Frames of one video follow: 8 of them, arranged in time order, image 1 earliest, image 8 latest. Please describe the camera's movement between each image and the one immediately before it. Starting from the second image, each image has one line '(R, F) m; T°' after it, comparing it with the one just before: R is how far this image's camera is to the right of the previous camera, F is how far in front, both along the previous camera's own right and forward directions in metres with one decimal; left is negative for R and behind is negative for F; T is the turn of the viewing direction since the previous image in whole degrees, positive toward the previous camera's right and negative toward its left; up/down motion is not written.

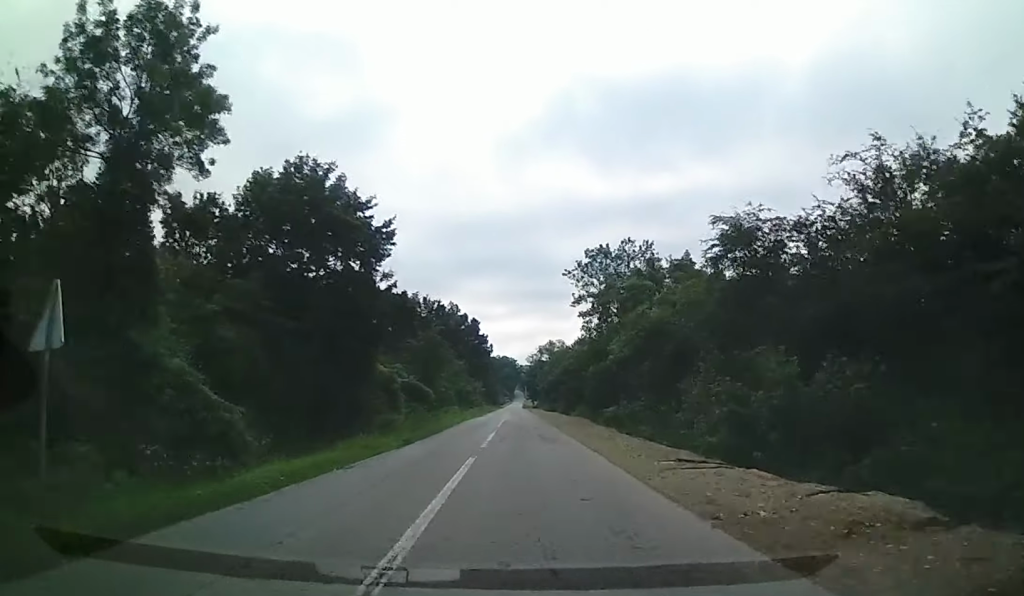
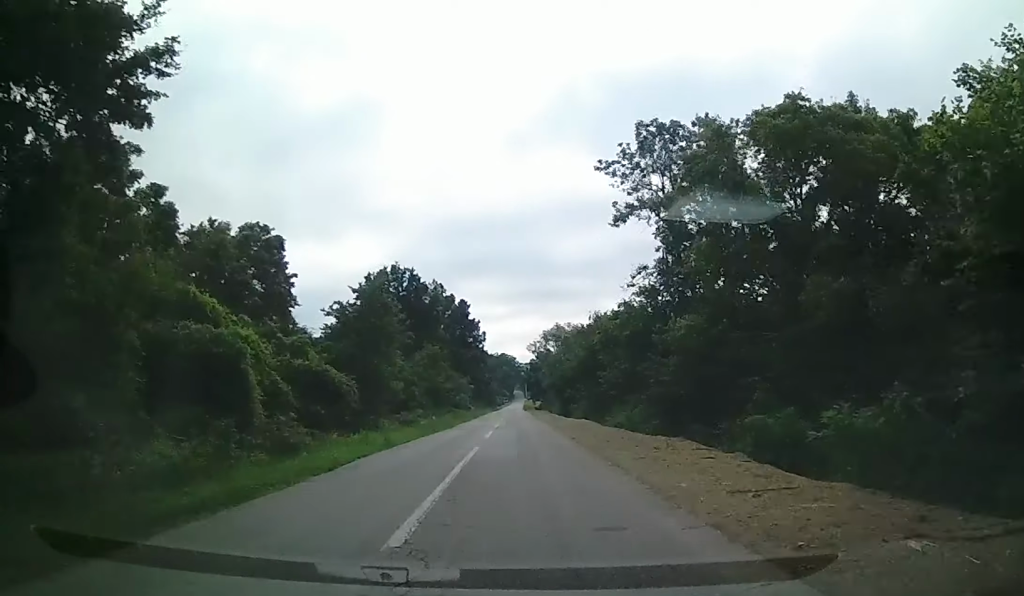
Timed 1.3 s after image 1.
(+0.7, +29.4) m; 0°
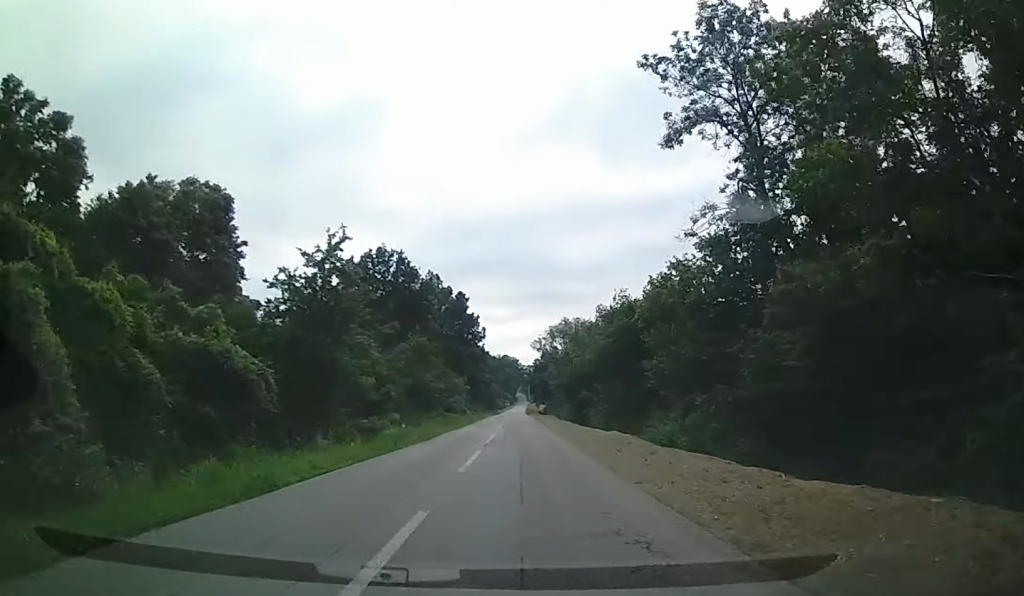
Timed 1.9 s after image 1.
(-0.2, +11.9) m; -1°
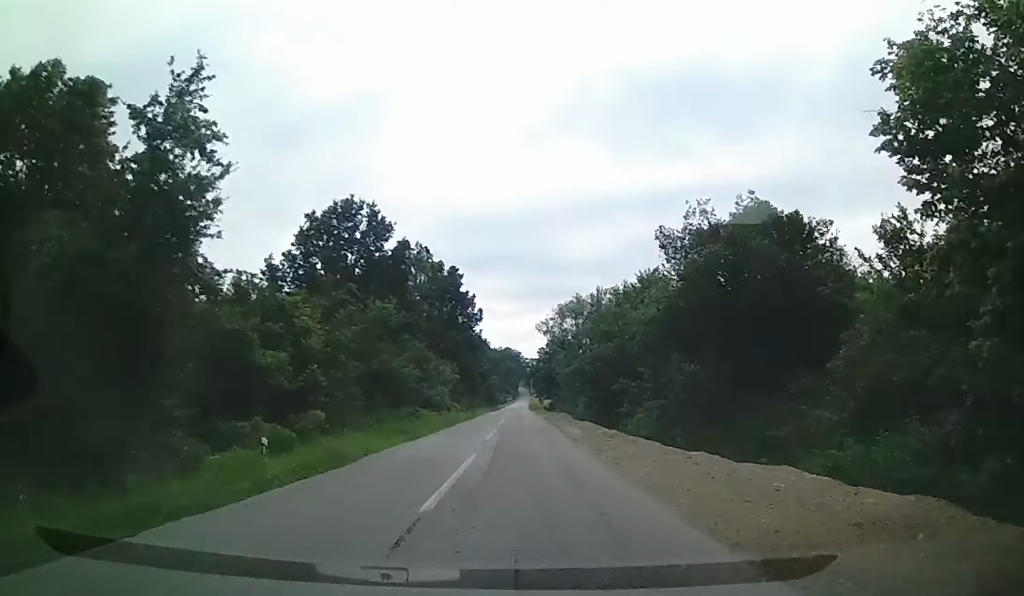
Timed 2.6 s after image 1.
(-0.1, +17.2) m; -1°
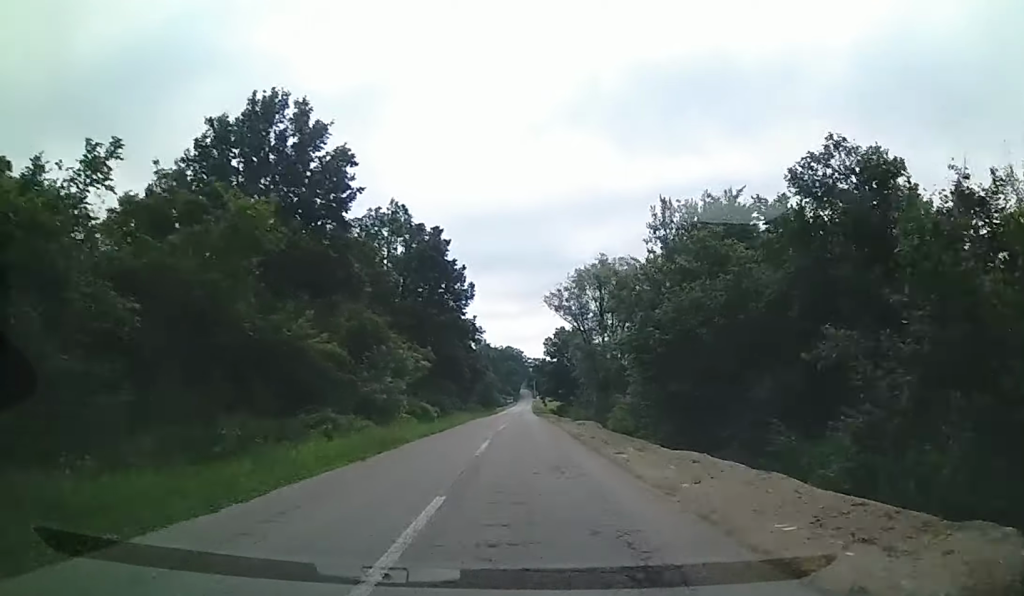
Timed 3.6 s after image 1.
(-0.3, +22.5) m; -1°
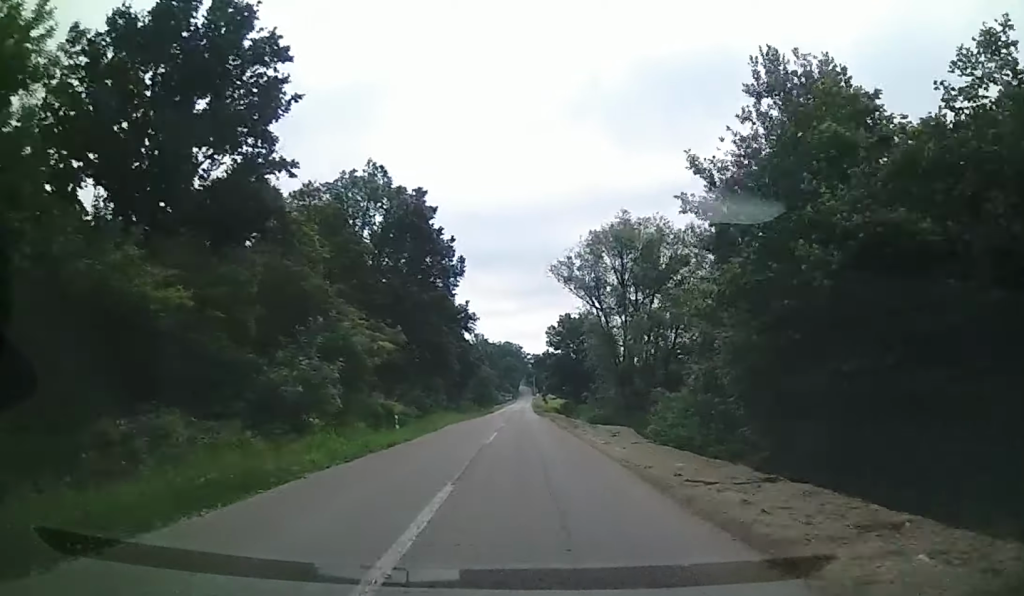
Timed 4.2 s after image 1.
(-0.3, +12.7) m; 0°
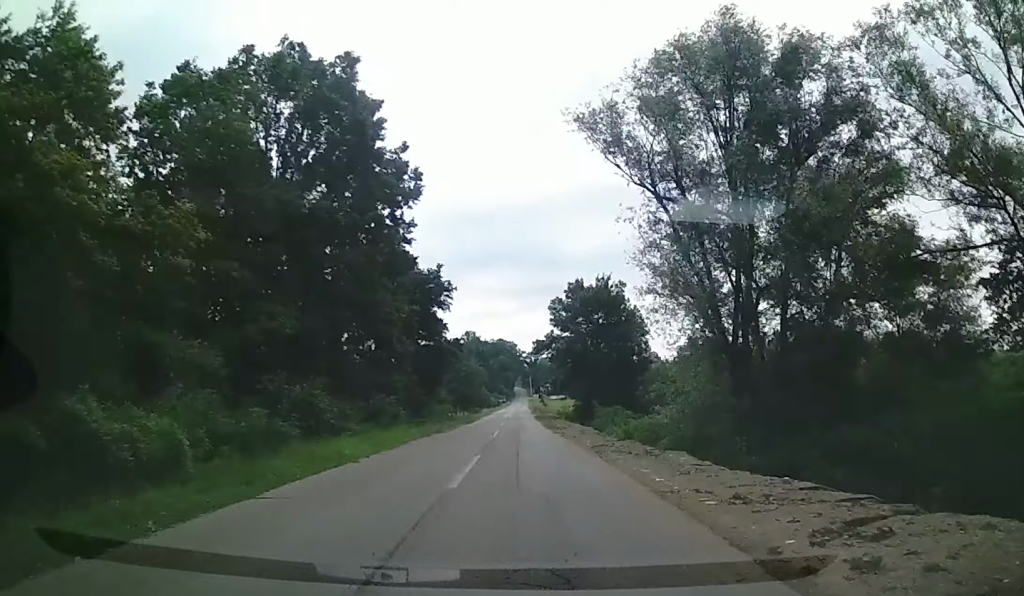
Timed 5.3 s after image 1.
(+0.6, +25.1) m; +2°
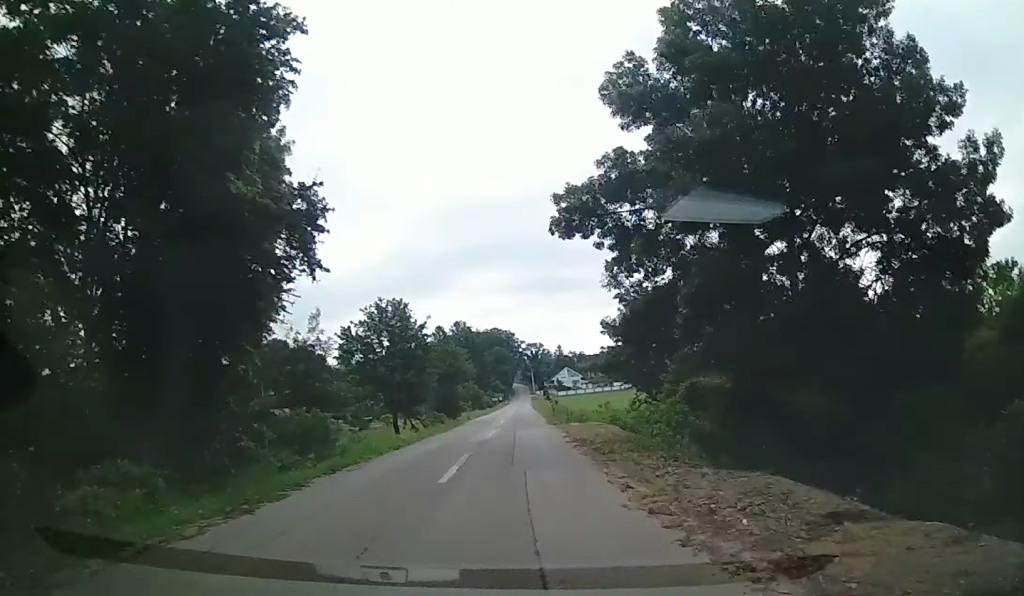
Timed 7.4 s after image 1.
(+0.3, +46.3) m; +1°
